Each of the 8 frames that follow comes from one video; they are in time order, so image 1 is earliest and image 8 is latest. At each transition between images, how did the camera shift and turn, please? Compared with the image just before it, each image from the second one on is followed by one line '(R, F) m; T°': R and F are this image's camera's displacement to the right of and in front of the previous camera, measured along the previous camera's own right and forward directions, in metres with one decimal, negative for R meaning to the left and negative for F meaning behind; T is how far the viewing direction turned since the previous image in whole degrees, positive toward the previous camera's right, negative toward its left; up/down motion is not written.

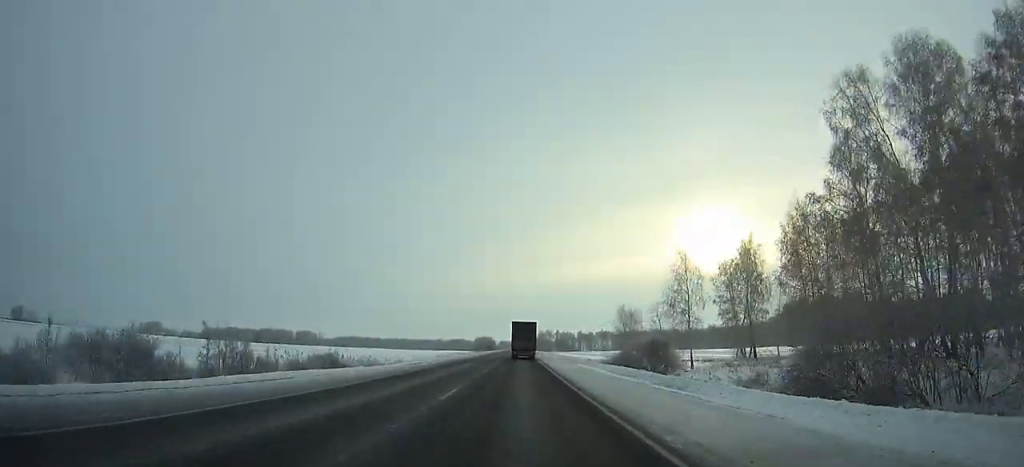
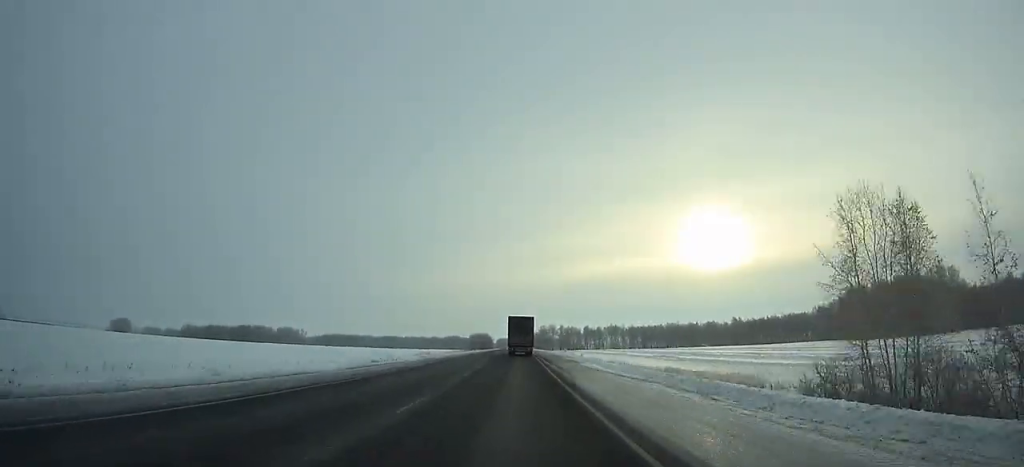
(-0.1, +62.3) m; 0°
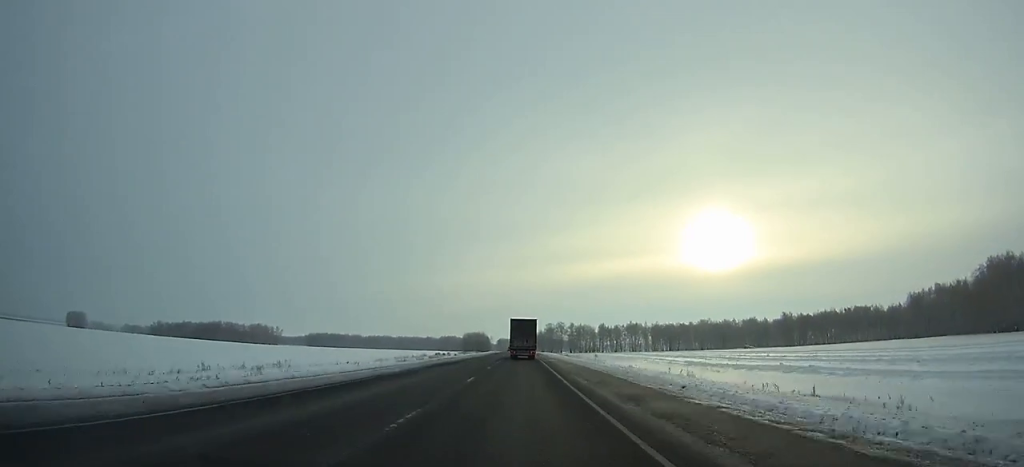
(-0.1, +85.1) m; 0°
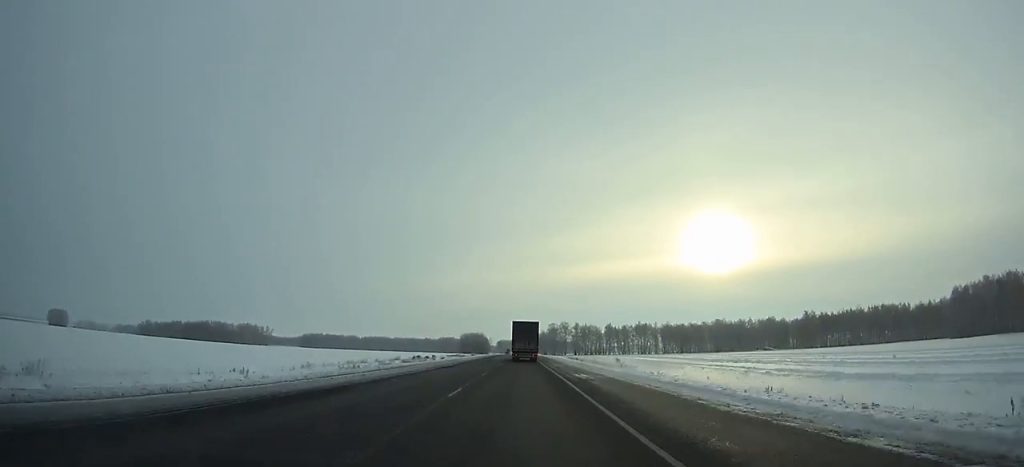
(0.0, +29.6) m; 0°
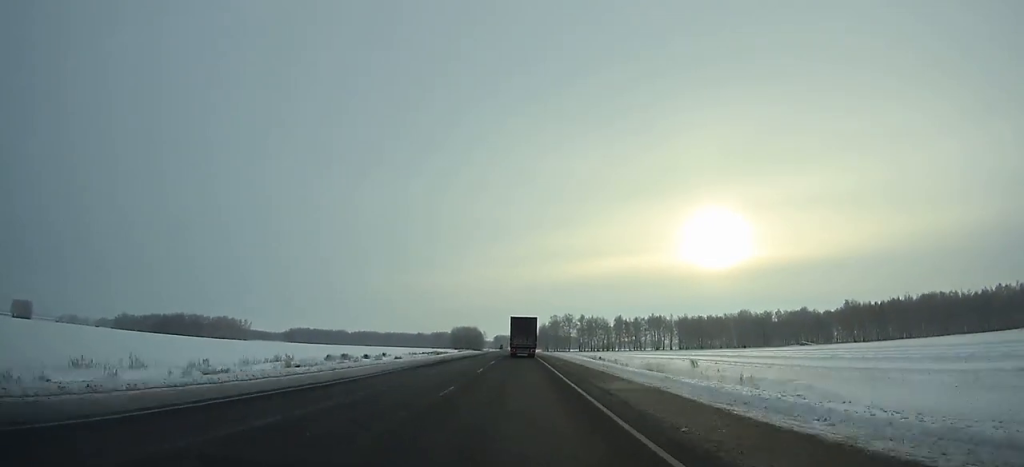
(0.0, +48.7) m; 0°
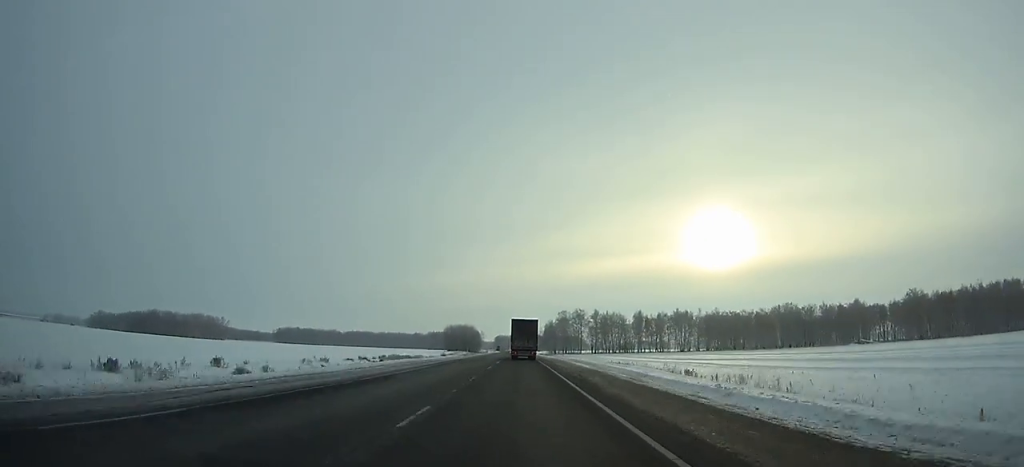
(0.0, +53.1) m; 0°
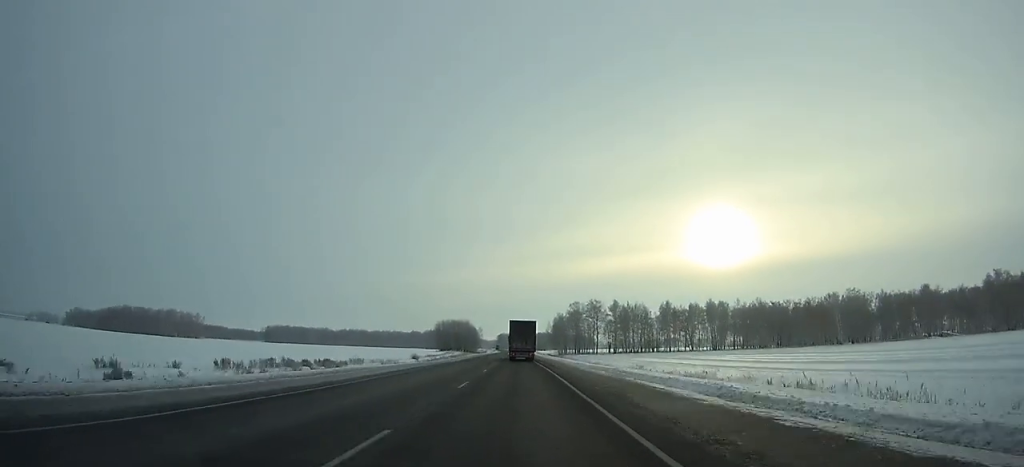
(-0.2, +51.6) m; 0°
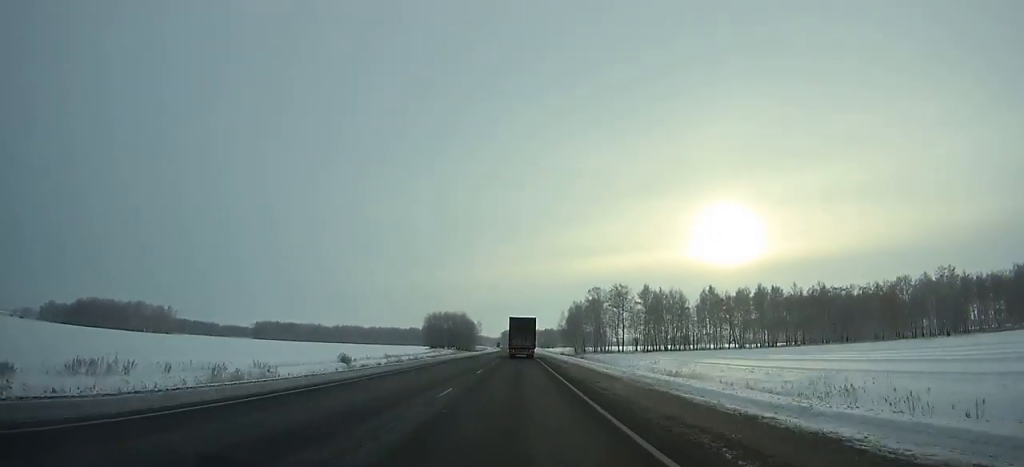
(-0.2, +52.6) m; 0°
